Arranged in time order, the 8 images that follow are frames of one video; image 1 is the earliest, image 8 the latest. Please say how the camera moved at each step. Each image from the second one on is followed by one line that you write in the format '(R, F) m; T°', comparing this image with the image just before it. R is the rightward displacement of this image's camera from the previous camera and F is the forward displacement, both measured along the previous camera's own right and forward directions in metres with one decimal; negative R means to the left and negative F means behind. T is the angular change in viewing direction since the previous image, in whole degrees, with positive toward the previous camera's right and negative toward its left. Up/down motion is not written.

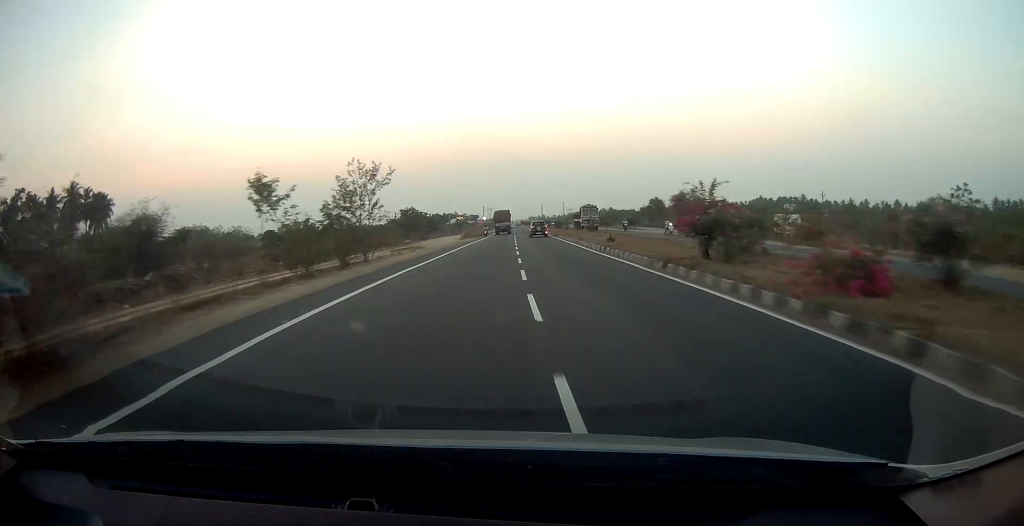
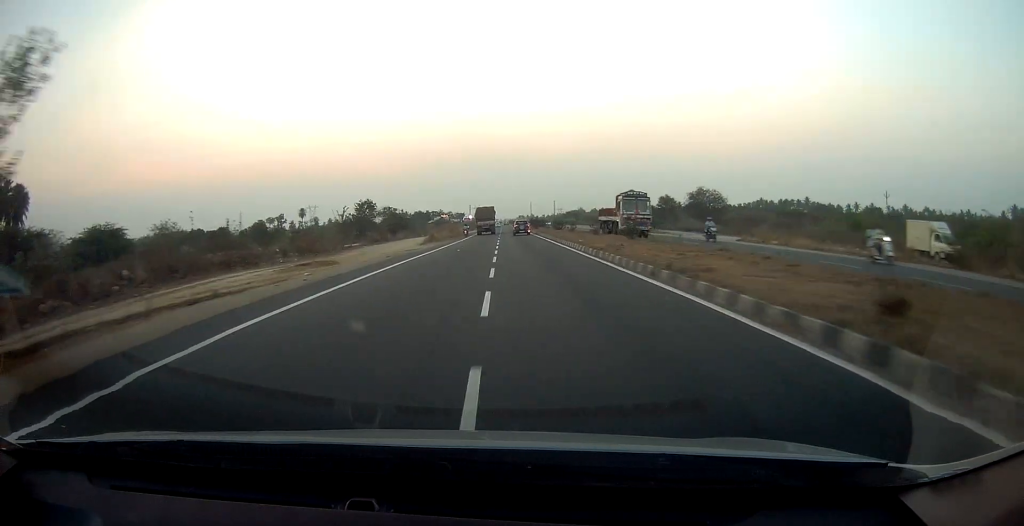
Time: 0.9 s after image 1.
(+0.4, +23.8) m; +1°
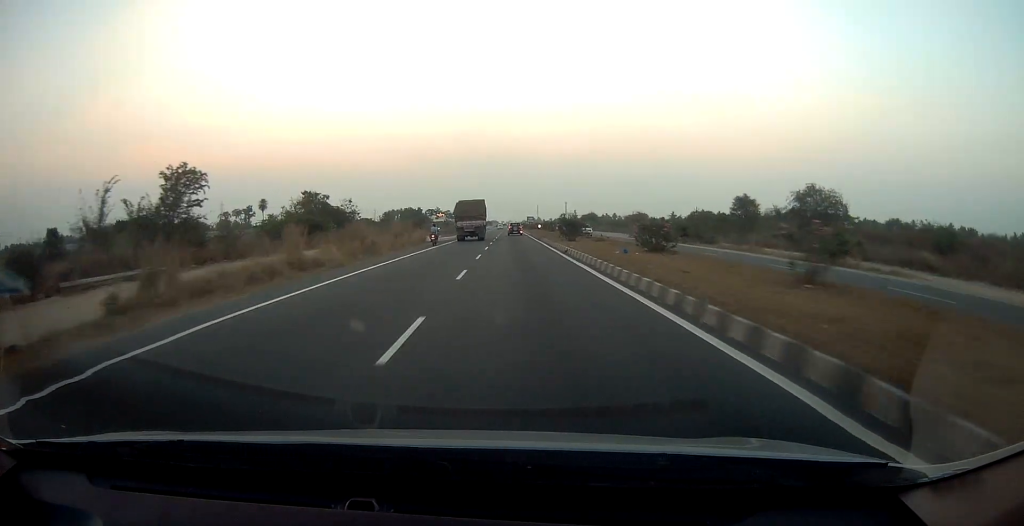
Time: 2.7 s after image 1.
(+0.3, +47.7) m; 0°
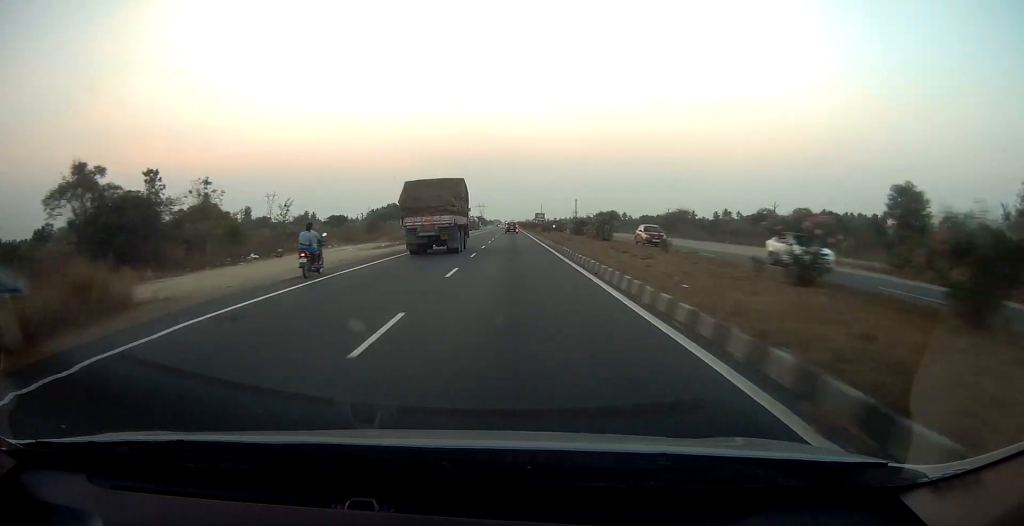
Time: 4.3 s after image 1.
(-0.1, +44.5) m; 0°
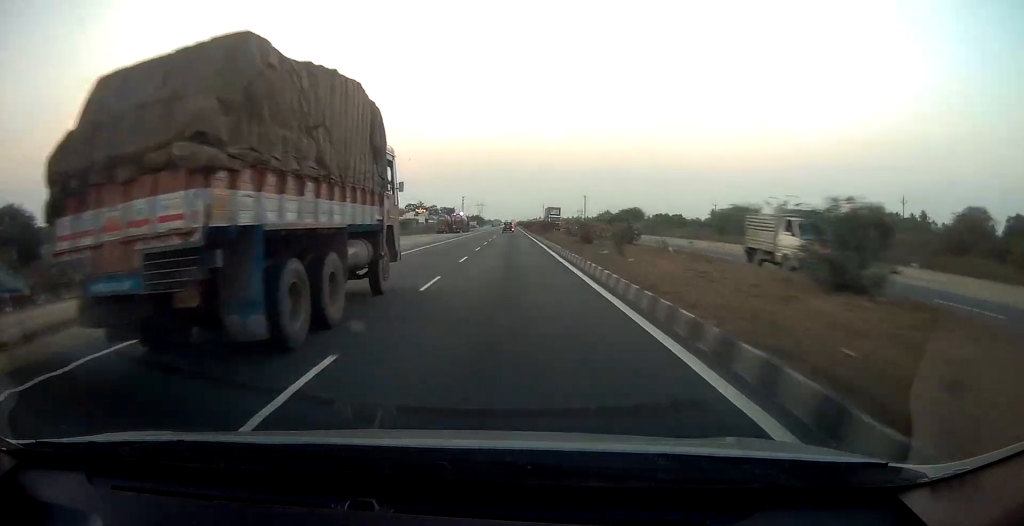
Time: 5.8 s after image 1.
(0.0, +38.9) m; 0°
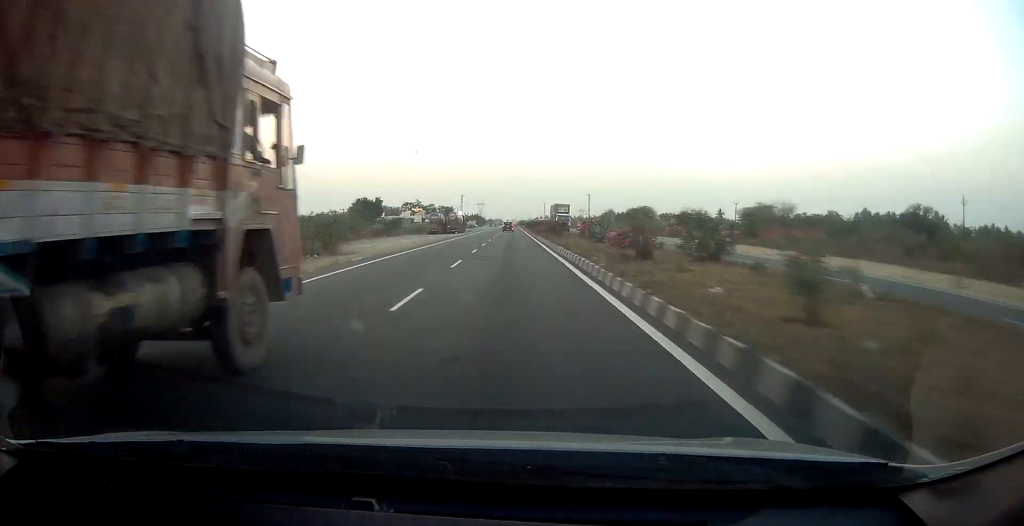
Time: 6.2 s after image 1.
(0.0, +11.8) m; 0°
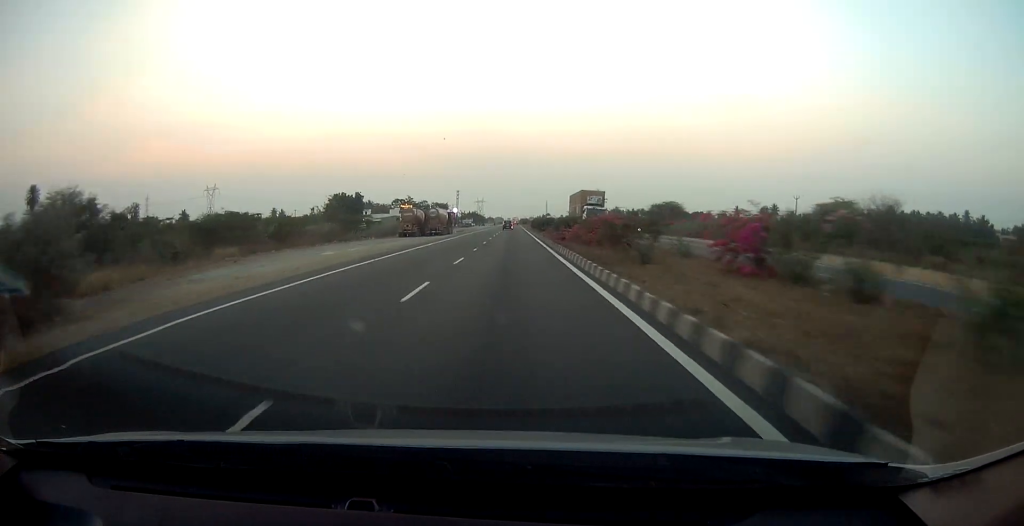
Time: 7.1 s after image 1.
(0.0, +26.0) m; 0°
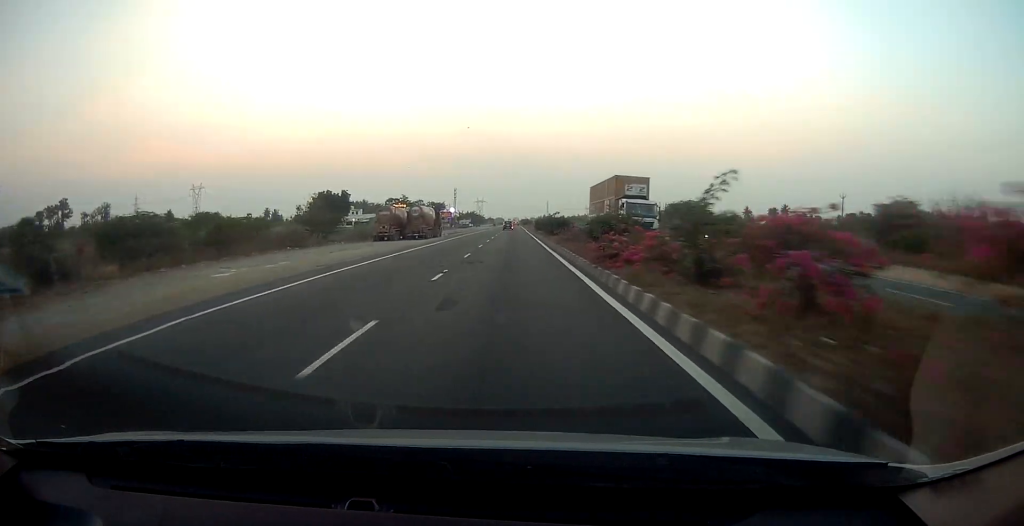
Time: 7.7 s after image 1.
(0.0, +14.2) m; 0°
